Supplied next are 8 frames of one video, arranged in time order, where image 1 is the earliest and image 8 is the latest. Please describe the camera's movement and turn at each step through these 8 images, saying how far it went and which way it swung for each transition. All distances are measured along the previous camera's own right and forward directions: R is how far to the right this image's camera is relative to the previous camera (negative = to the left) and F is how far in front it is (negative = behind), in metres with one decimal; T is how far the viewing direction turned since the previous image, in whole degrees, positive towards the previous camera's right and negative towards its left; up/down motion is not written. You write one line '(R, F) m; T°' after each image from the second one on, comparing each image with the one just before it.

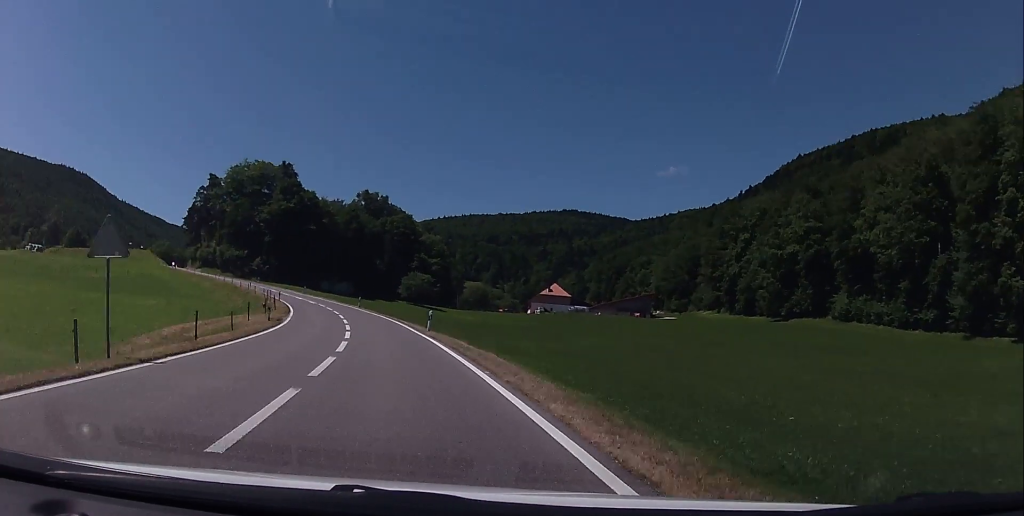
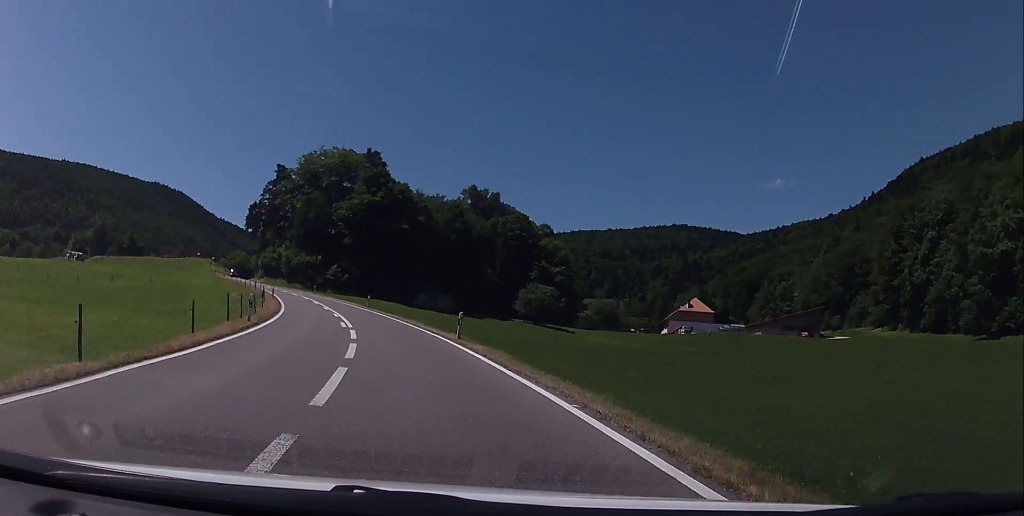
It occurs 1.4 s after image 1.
(-1.7, +37.9) m; -7°
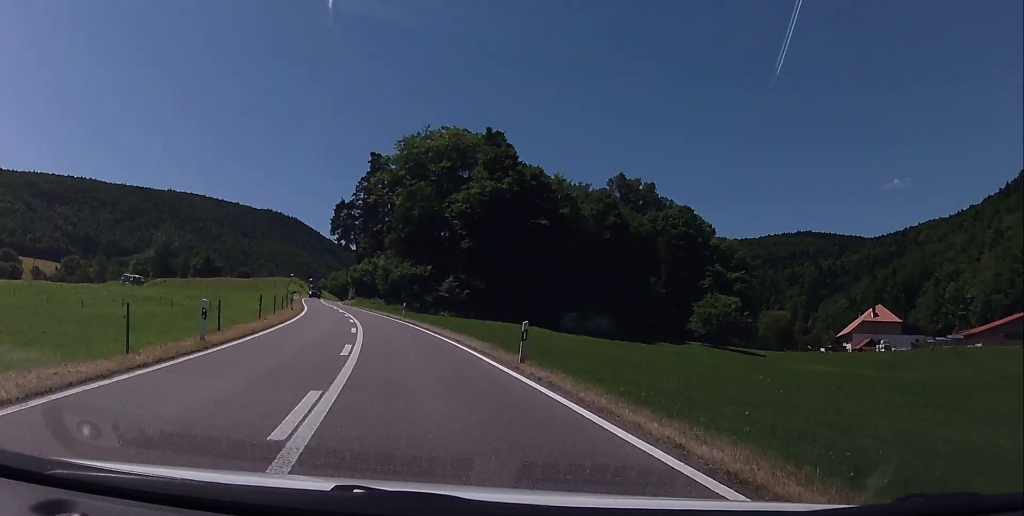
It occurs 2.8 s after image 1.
(-3.4, +36.3) m; -10°
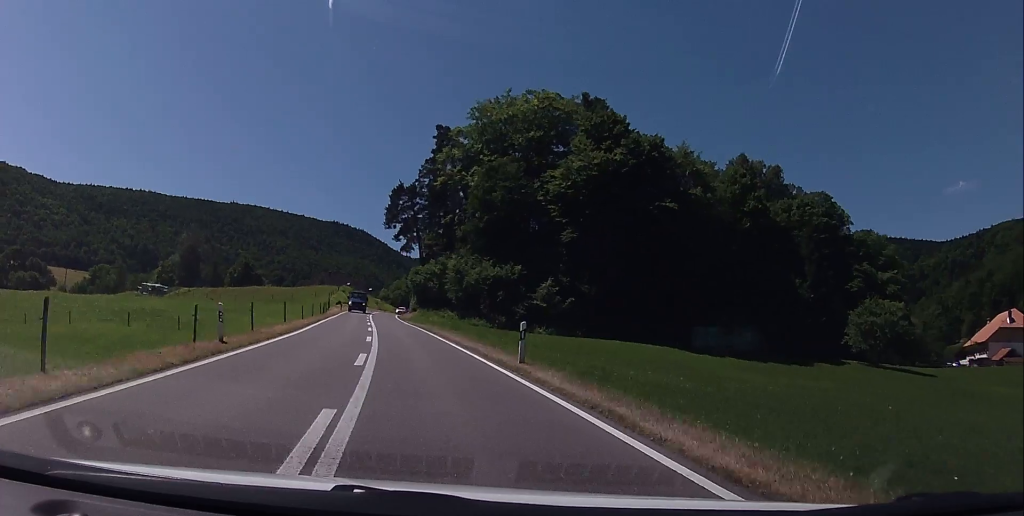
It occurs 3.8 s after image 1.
(-1.9, +27.1) m; -7°
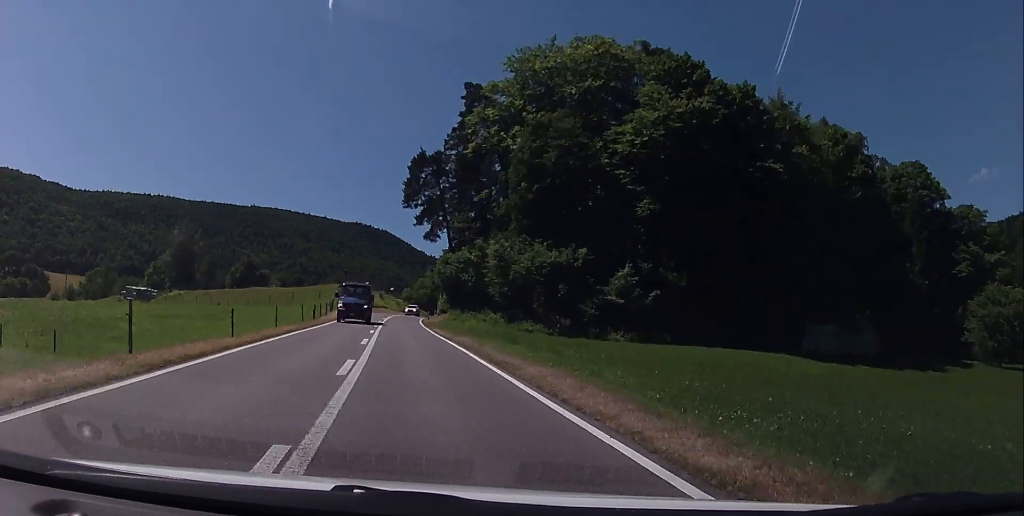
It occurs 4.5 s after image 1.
(-0.7, +19.2) m; -3°
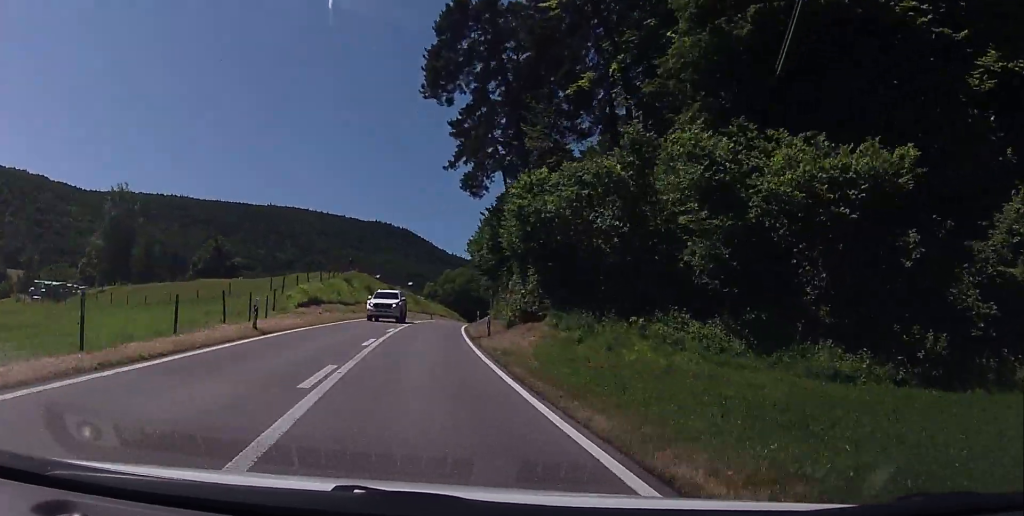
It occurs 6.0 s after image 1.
(-1.2, +37.0) m; -2°
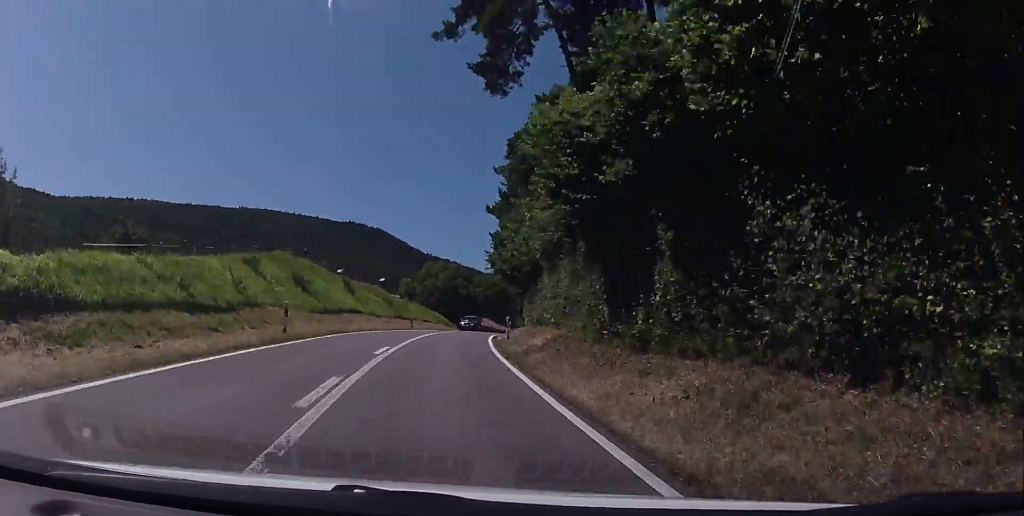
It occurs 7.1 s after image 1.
(-0.1, +28.1) m; +1°
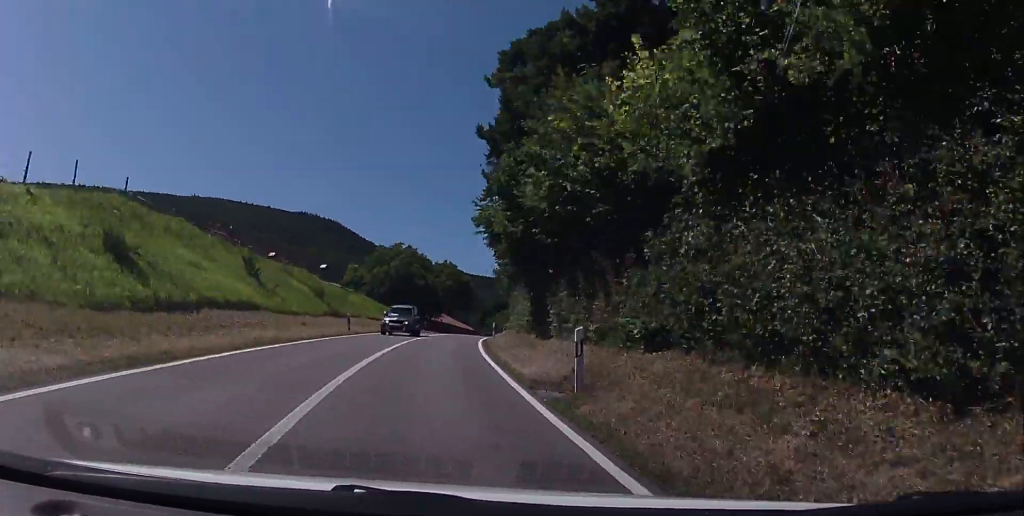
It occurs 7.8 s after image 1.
(+0.2, +18.3) m; +2°
